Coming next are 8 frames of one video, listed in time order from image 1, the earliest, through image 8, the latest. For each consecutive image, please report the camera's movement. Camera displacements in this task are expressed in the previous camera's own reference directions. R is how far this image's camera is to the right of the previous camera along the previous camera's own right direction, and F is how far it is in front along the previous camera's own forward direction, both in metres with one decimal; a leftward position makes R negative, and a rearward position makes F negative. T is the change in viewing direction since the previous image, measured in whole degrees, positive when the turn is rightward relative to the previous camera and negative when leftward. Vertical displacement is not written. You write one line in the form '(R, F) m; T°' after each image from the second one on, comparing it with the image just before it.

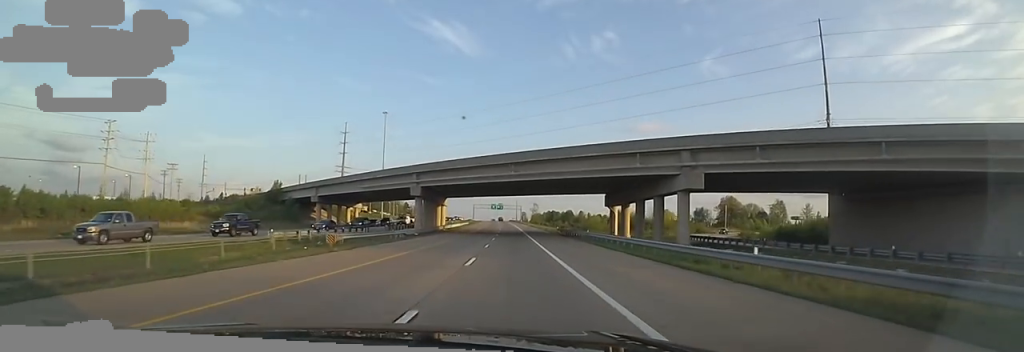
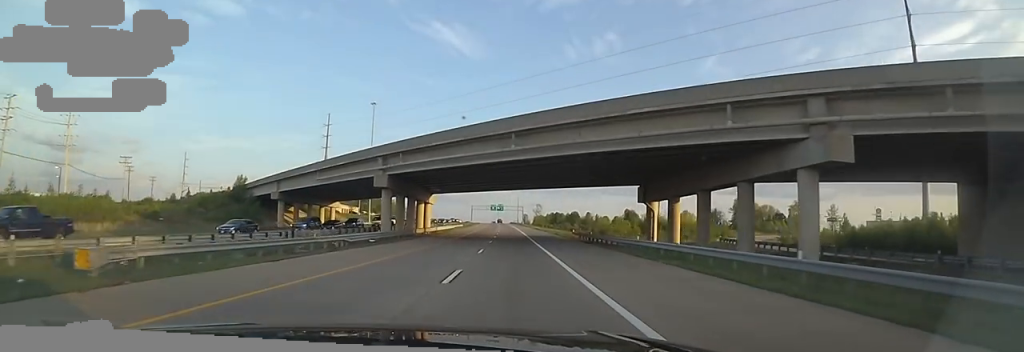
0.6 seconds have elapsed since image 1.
(+0.2, +18.0) m; -1°
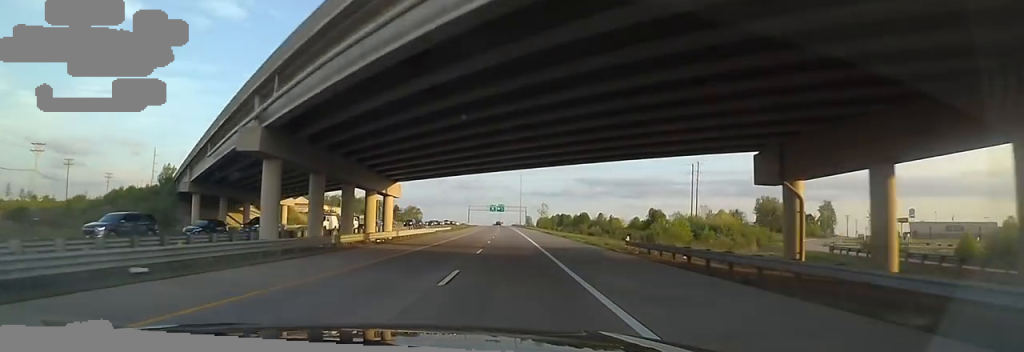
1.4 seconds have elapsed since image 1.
(-0.5, +25.1) m; -2°
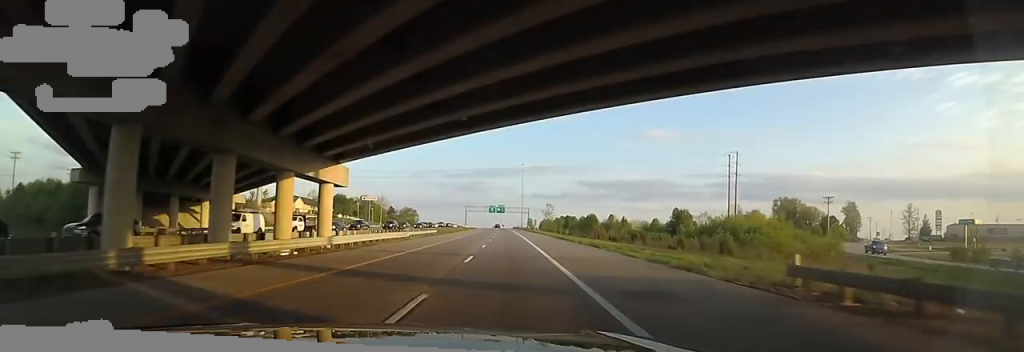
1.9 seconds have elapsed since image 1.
(-0.4, +17.7) m; -1°
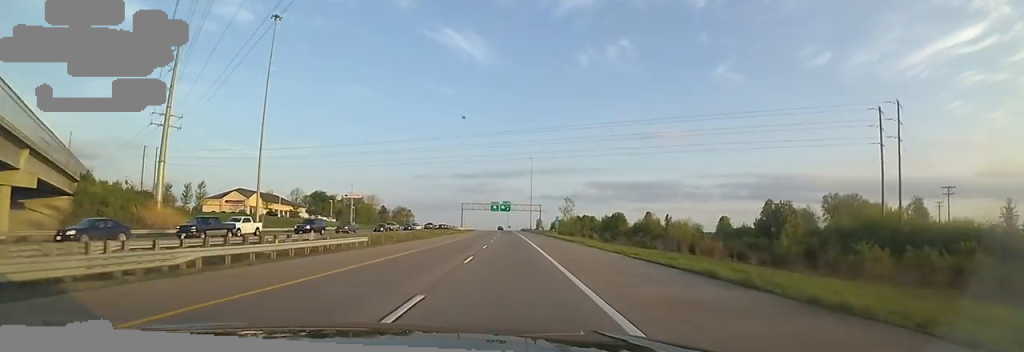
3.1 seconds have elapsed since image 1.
(+0.6, +37.0) m; +2°
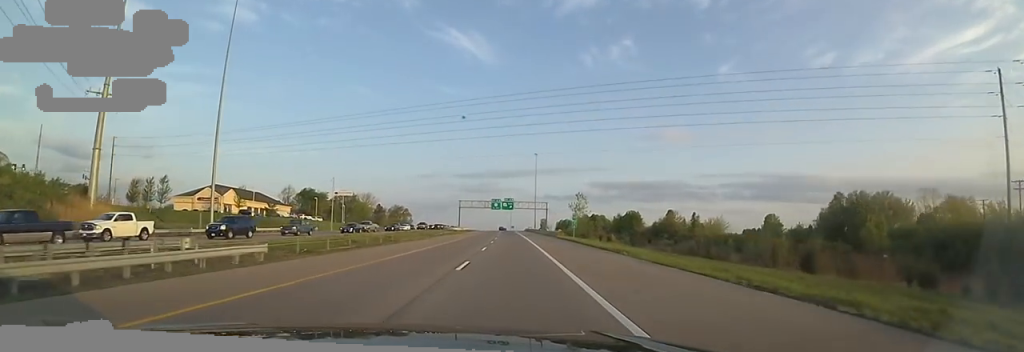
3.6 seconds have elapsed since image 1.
(+0.3, +15.2) m; +1°
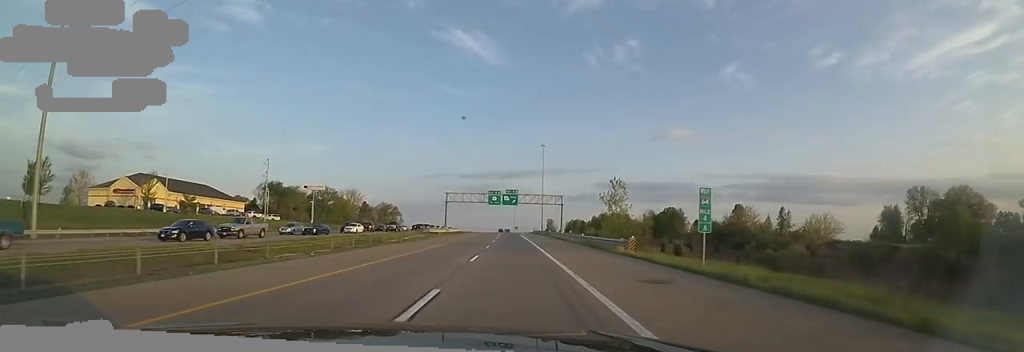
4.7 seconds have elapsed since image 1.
(+0.2, +32.8) m; -2°
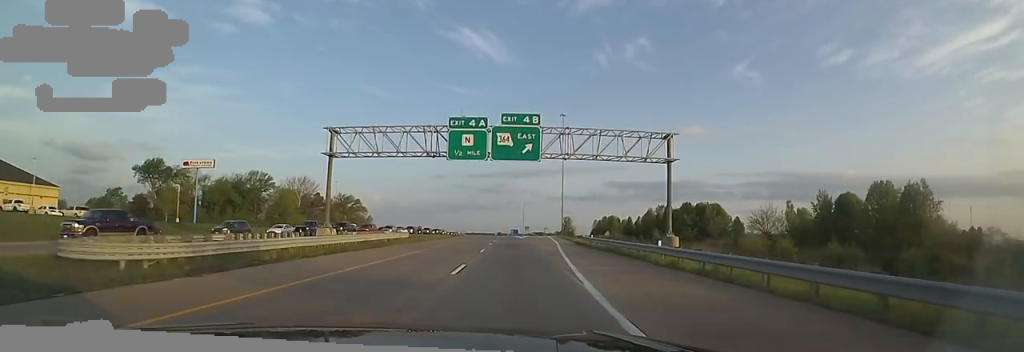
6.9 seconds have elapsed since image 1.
(-3.2, +64.2) m; -1°
